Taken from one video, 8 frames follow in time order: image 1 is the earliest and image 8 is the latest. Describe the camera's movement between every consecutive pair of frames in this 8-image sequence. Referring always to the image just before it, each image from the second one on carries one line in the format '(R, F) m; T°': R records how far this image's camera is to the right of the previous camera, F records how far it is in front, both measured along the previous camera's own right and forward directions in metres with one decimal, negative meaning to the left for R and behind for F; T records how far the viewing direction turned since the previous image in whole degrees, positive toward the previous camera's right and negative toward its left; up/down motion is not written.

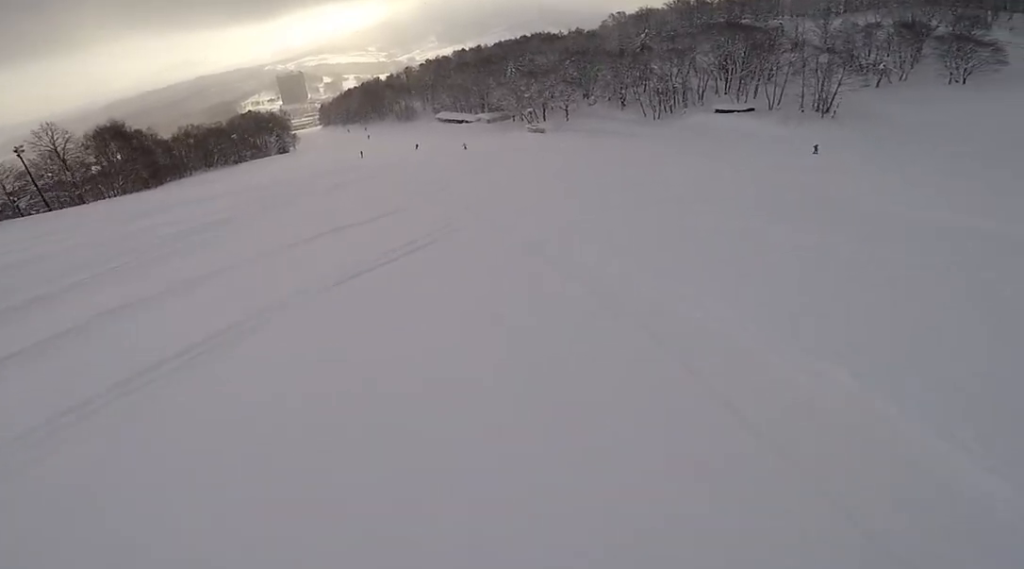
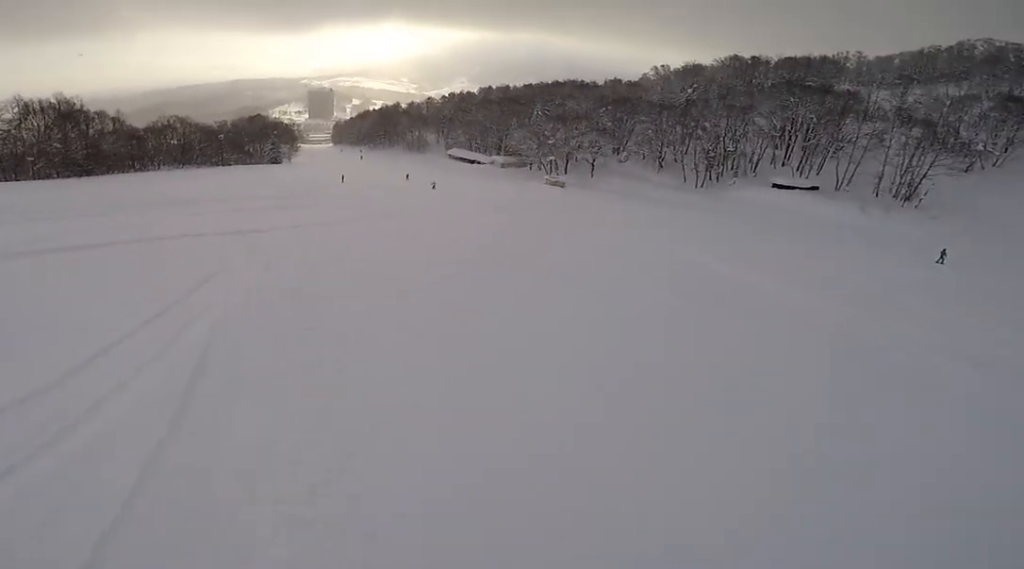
(-0.5, +23.3) m; -6°
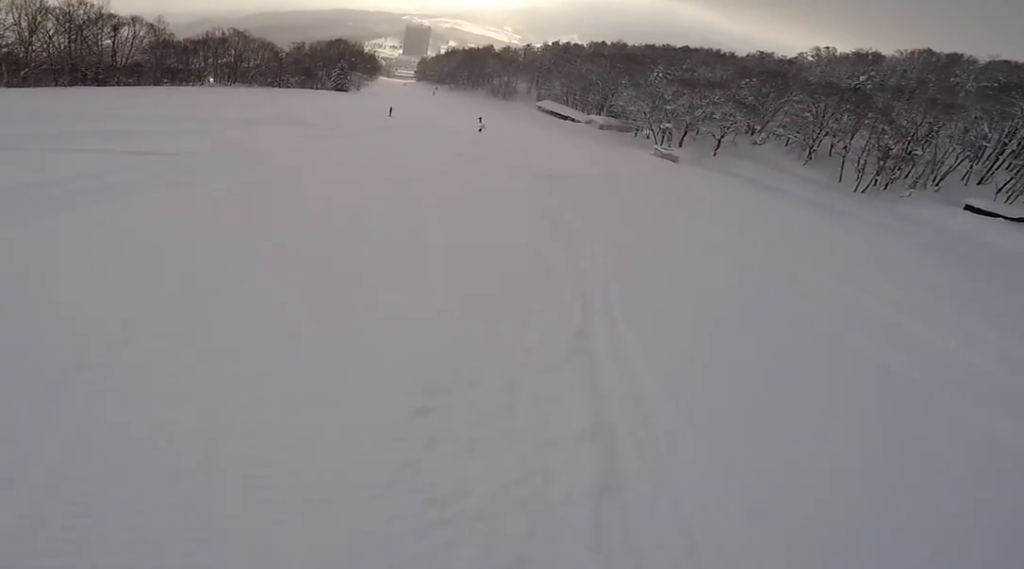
(-1.5, +19.3) m; -12°
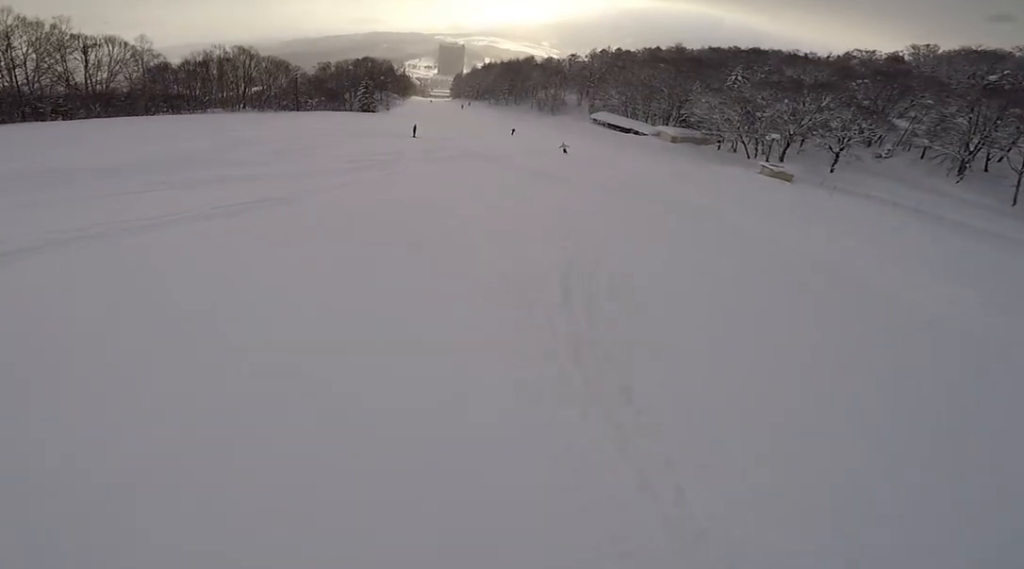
(-1.8, +18.4) m; -2°
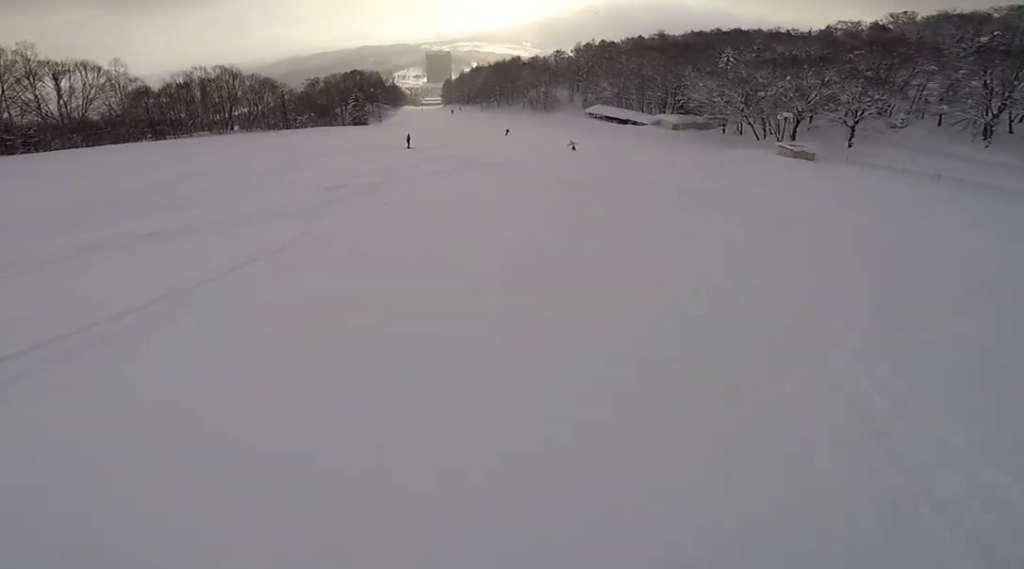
(+0.7, +5.8) m; +1°
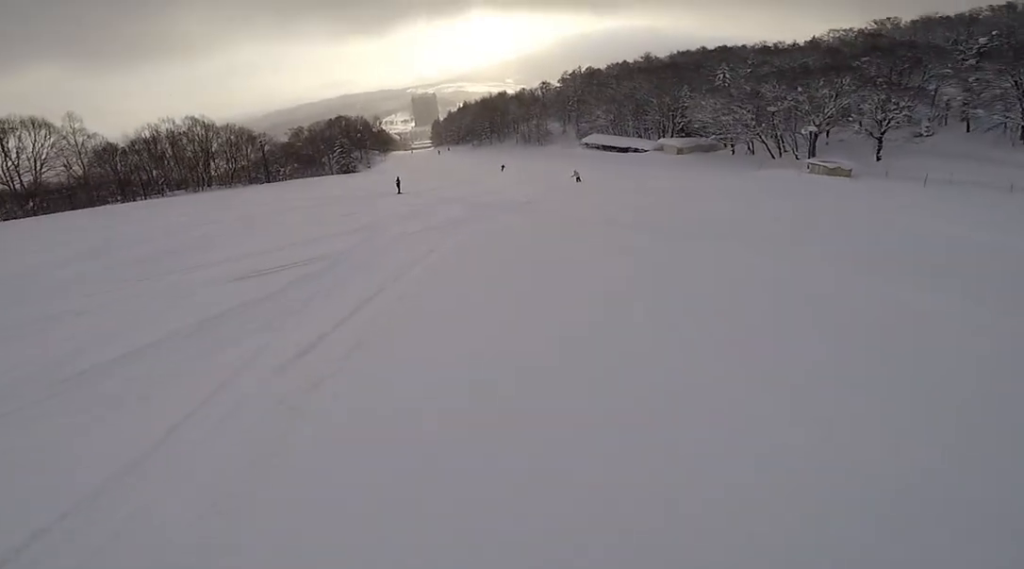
(+0.6, +8.1) m; +2°
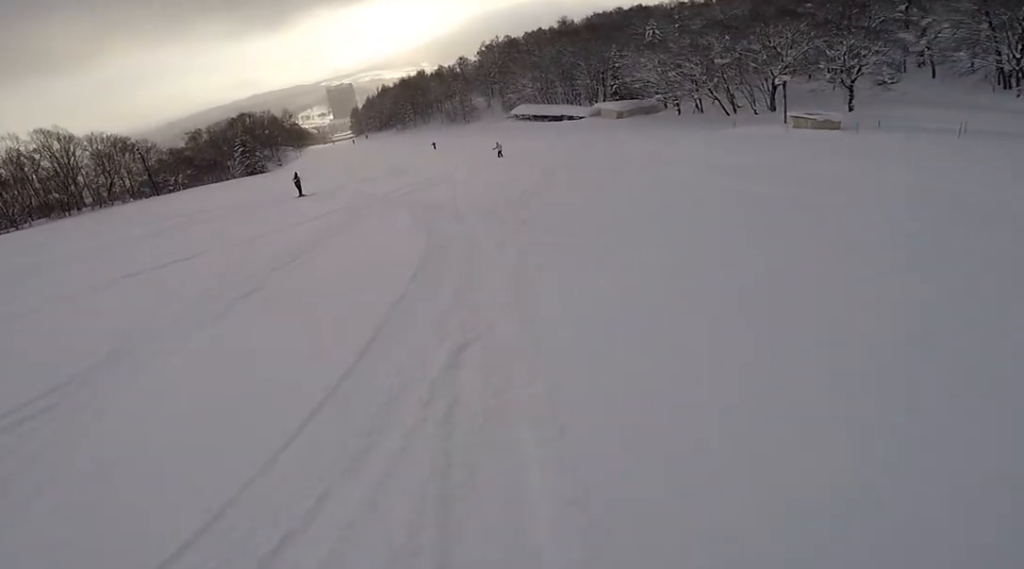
(-0.8, +13.1) m; +3°
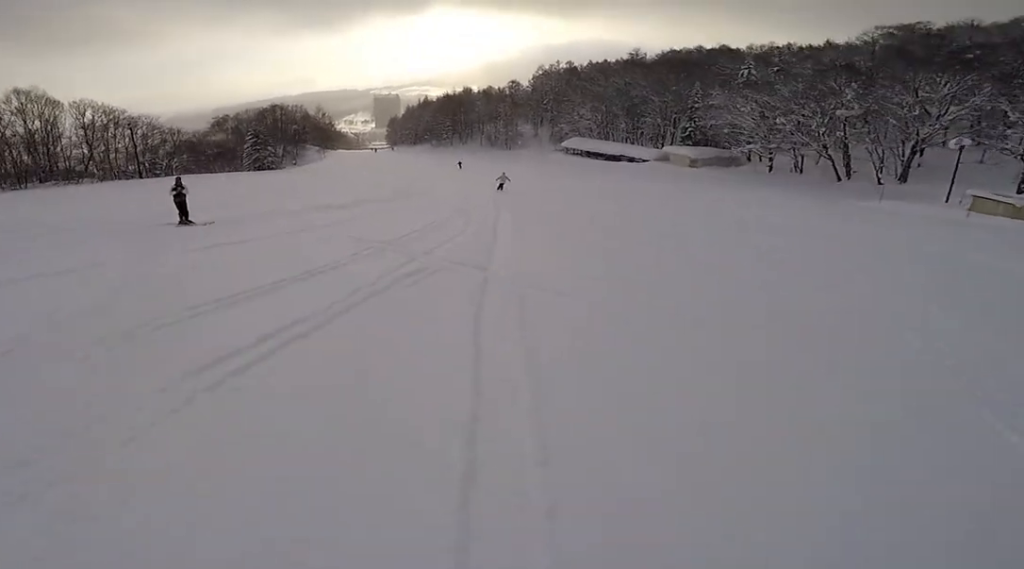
(+1.4, +15.2) m; -1°
